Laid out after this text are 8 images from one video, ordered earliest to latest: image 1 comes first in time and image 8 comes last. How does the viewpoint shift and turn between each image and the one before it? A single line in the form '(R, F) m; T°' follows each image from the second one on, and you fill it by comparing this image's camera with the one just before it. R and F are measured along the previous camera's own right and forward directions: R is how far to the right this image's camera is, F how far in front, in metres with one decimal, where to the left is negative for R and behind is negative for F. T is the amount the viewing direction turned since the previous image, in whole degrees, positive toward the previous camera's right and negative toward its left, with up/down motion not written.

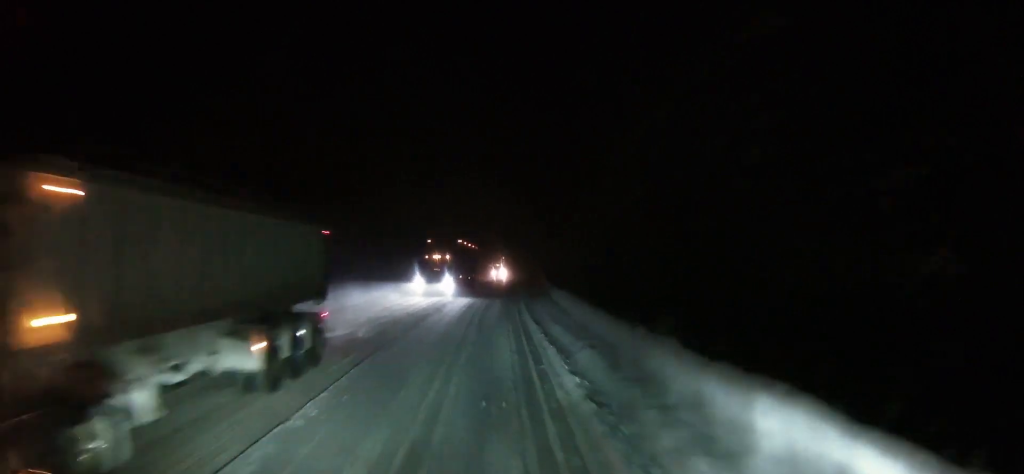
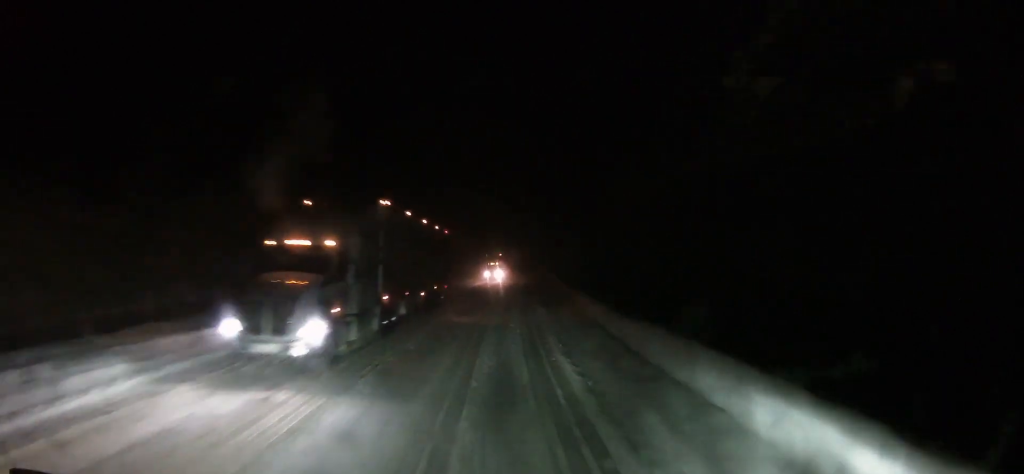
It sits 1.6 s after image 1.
(-0.2, +19.2) m; -2°
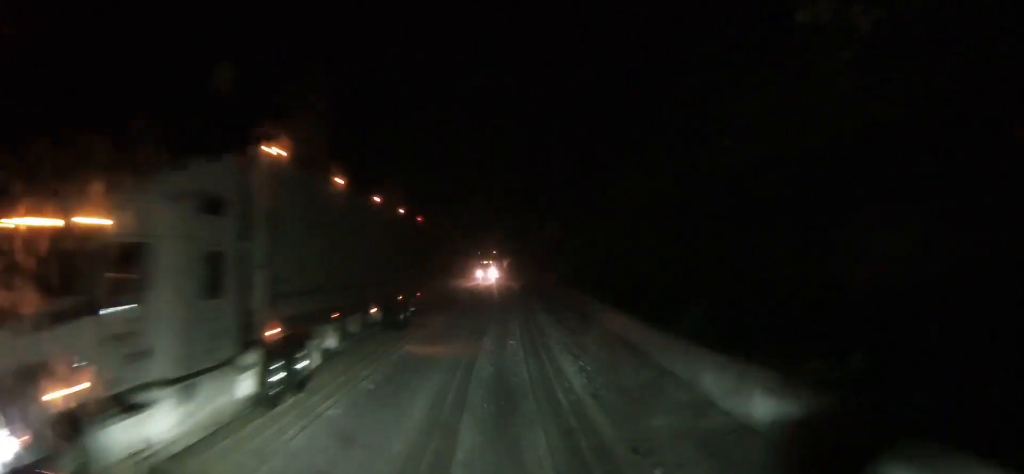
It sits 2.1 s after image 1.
(-0.1, +5.6) m; 0°
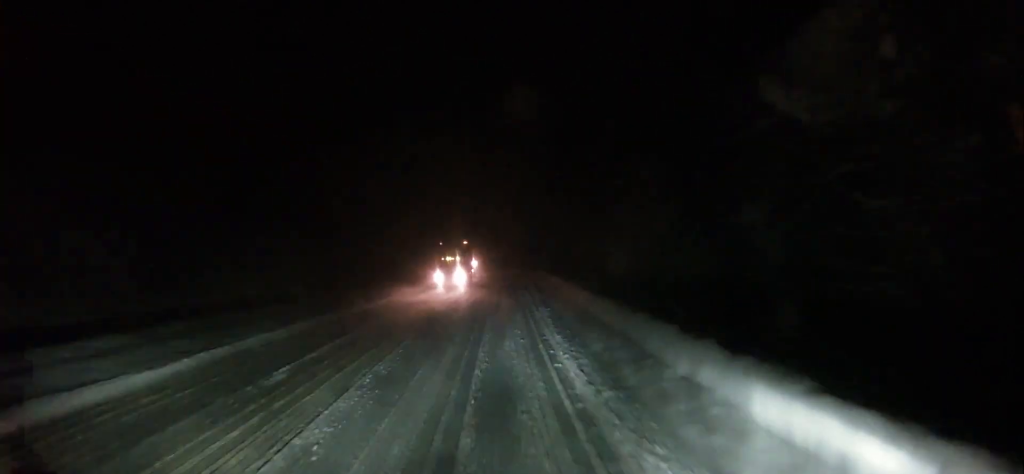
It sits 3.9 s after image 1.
(+0.4, +22.0) m; +3°
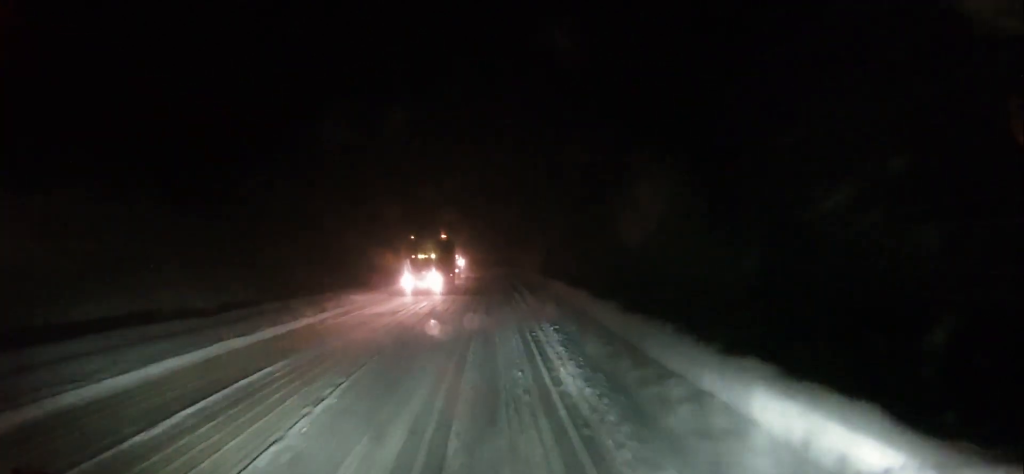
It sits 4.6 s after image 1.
(+0.3, +8.0) m; +1°
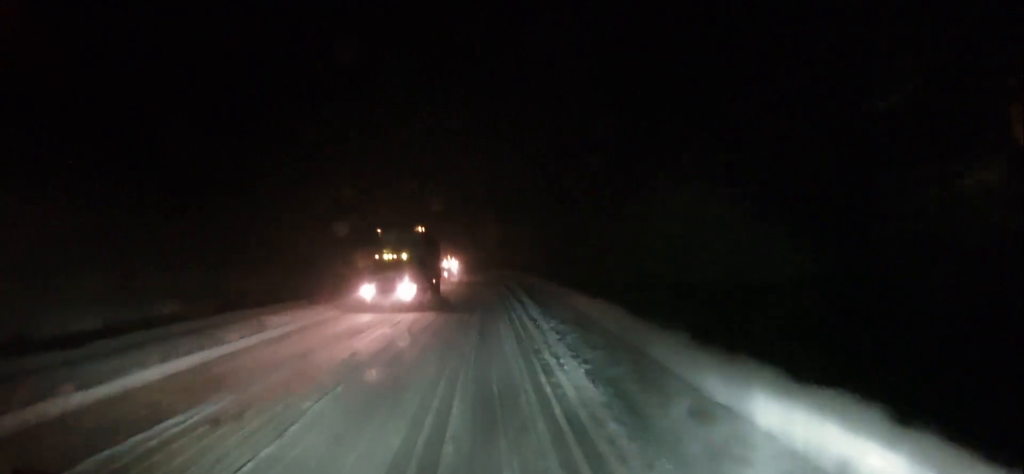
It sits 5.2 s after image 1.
(-0.3, +7.6) m; 0°
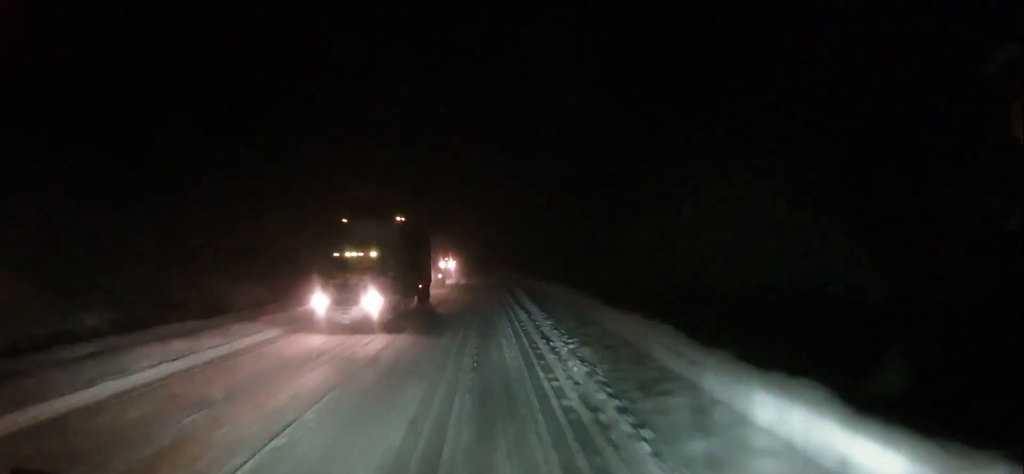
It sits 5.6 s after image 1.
(0.0, +5.3) m; 0°
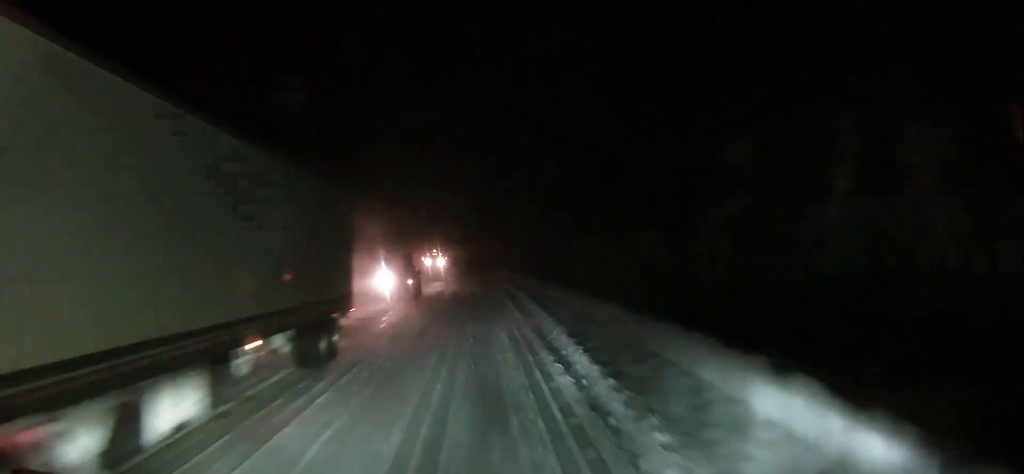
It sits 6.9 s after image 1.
(+0.3, +15.2) m; +1°
